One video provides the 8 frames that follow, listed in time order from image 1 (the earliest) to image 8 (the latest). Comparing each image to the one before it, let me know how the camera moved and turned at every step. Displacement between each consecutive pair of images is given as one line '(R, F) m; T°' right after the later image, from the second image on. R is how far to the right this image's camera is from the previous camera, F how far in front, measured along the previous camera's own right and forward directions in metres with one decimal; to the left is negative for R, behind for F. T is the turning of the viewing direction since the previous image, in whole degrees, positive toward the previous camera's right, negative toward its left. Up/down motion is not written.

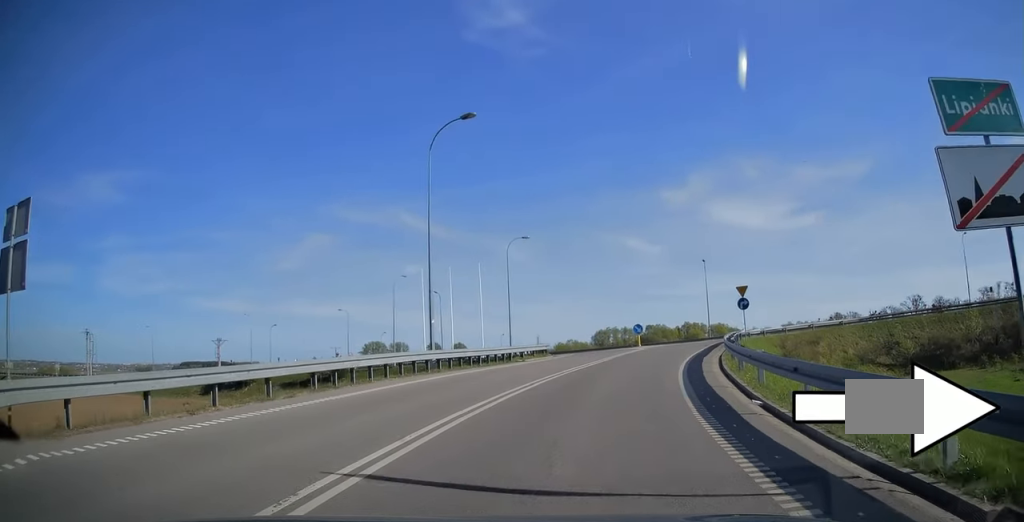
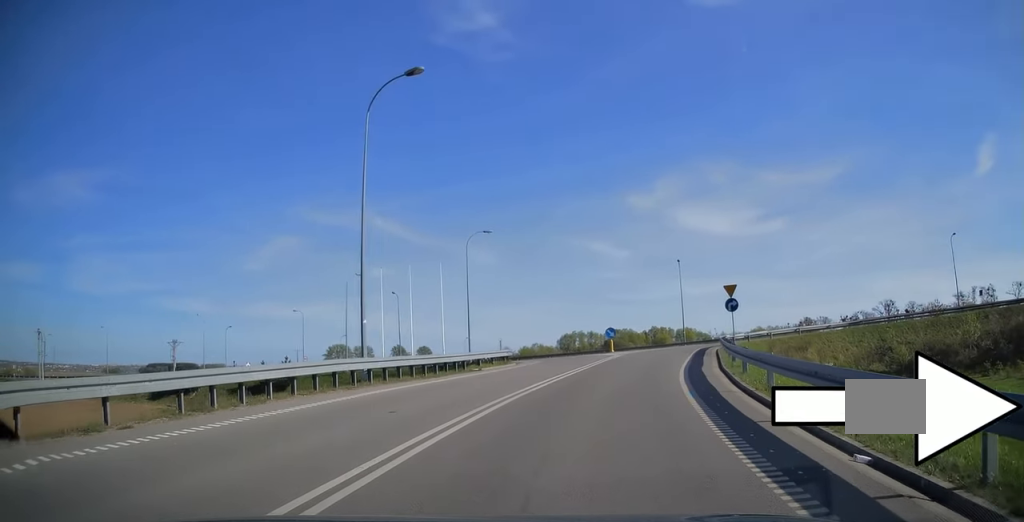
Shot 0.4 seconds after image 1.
(+0.2, +4.7) m; +3°
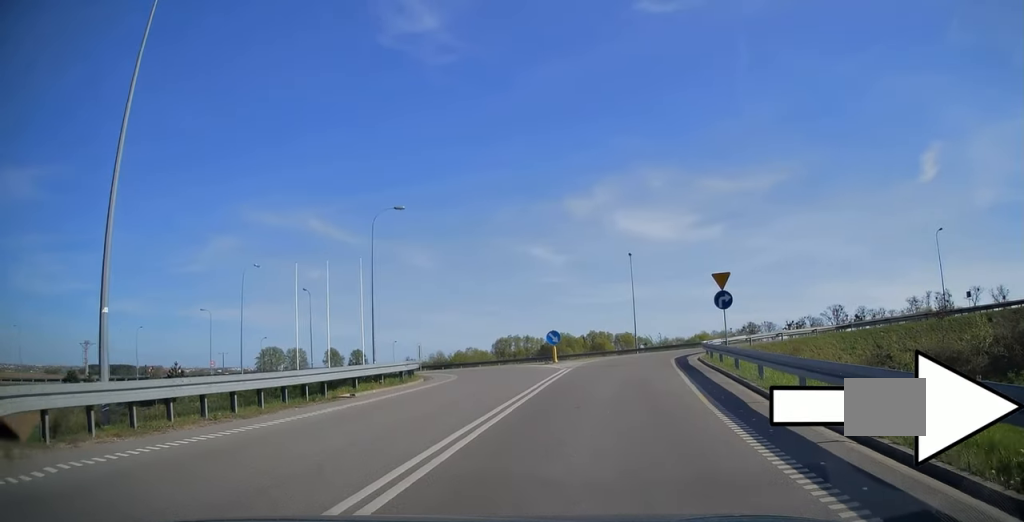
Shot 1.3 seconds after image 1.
(+0.6, +10.0) m; +6°
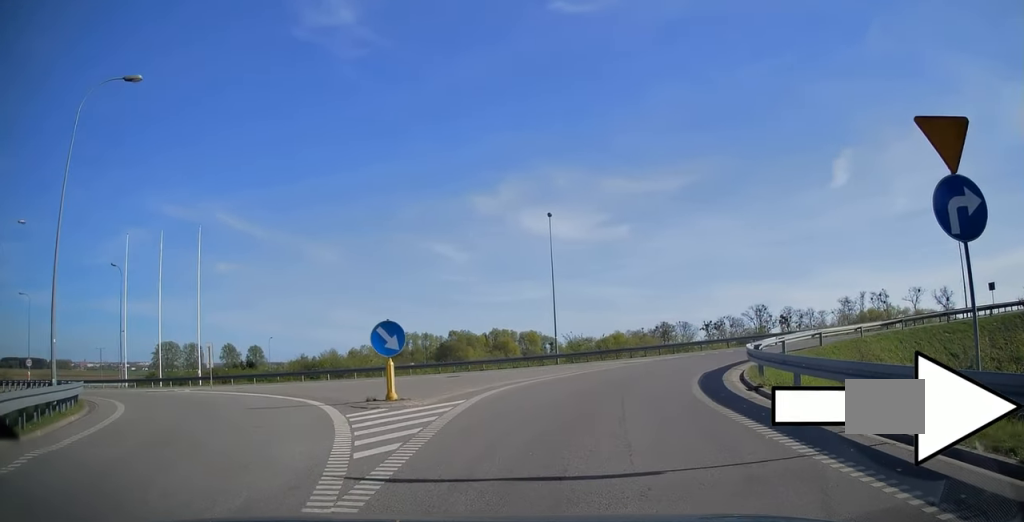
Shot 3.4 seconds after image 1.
(+2.2, +20.0) m; +13°
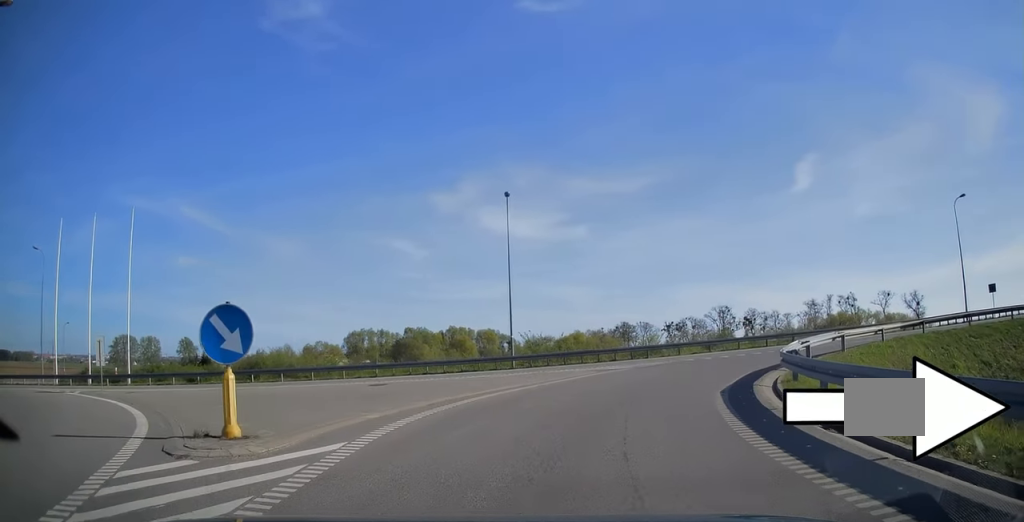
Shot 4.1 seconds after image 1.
(+0.1, +5.8) m; +4°
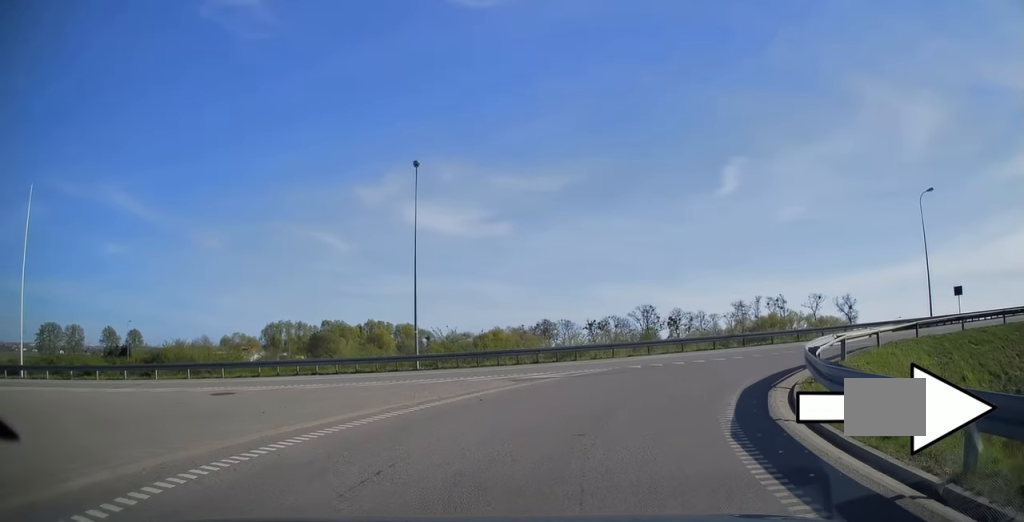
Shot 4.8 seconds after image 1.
(+0.4, +5.4) m; +7°
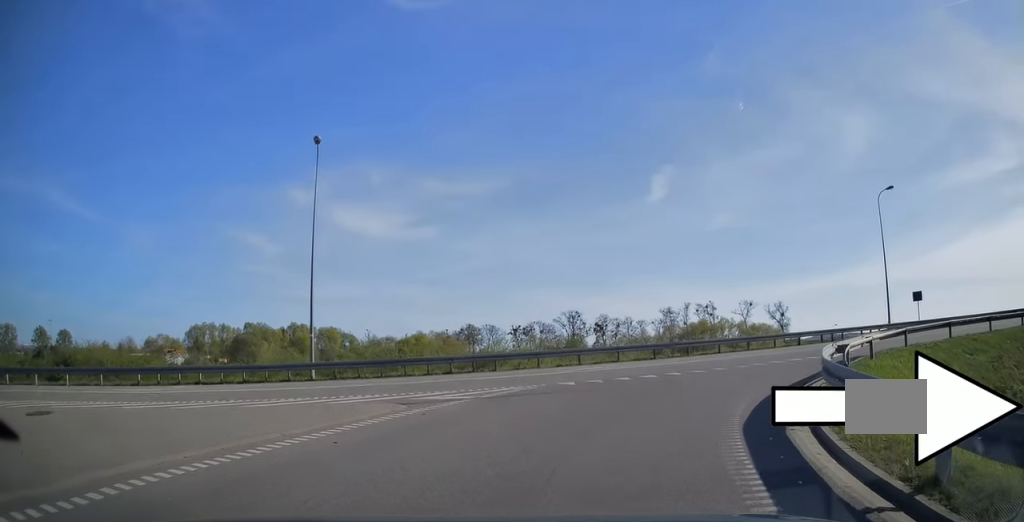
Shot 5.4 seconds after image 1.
(+0.2, +4.5) m; +7°
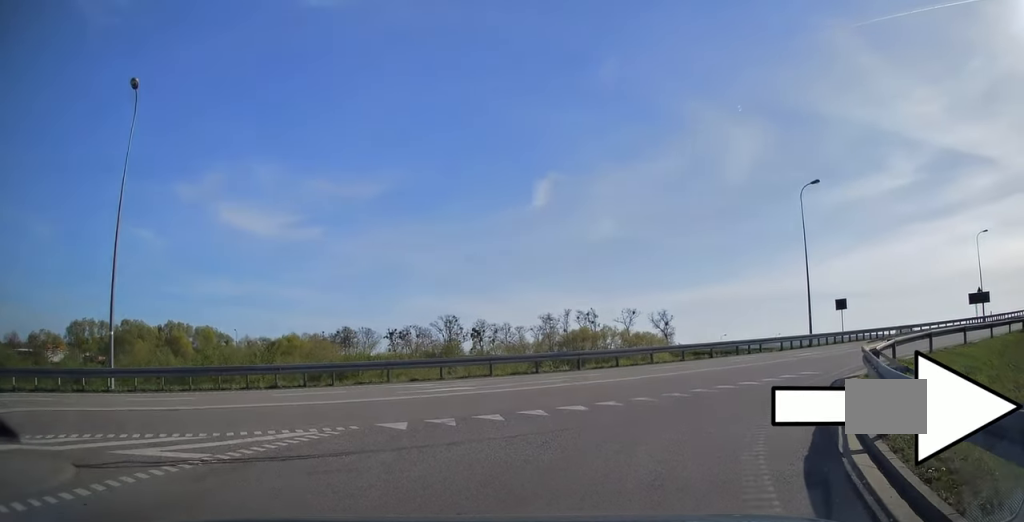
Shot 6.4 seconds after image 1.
(+0.7, +6.5) m; +12°
